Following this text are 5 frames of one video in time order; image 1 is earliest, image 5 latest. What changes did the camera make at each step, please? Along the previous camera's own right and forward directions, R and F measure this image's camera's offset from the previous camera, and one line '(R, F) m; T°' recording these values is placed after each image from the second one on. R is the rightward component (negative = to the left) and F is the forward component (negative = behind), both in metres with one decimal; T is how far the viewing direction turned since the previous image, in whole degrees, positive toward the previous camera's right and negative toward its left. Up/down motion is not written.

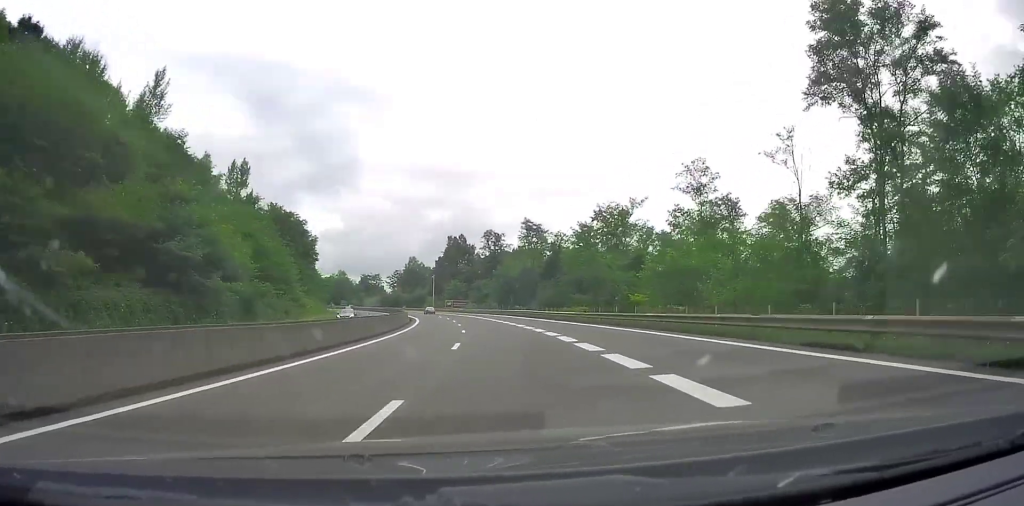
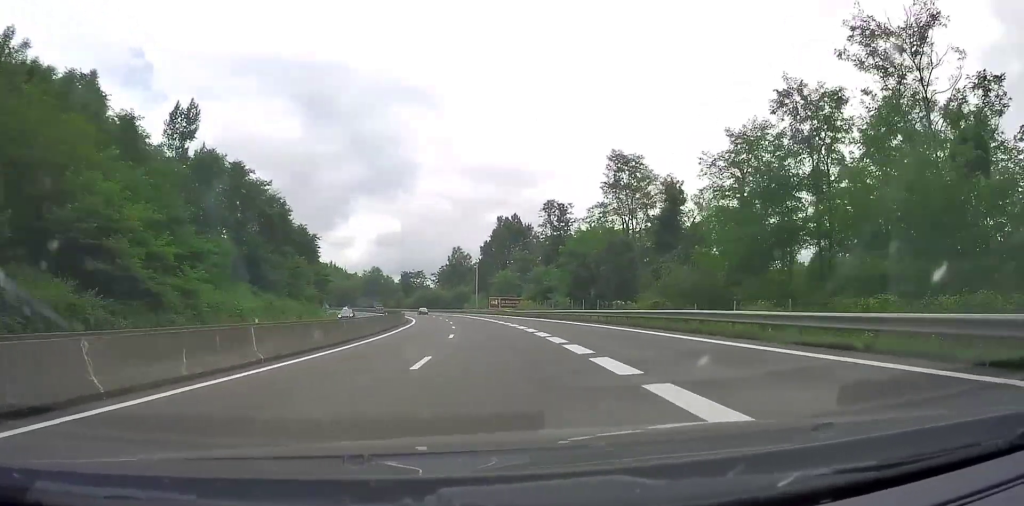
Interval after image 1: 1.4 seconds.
(-2.1, +44.5) m; -5°
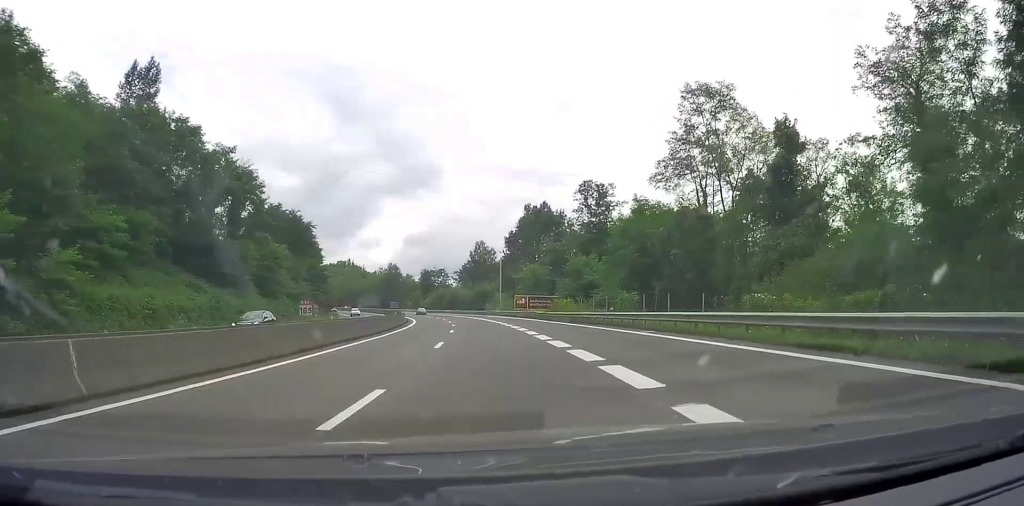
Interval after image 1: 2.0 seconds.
(-0.2, +19.1) m; -2°
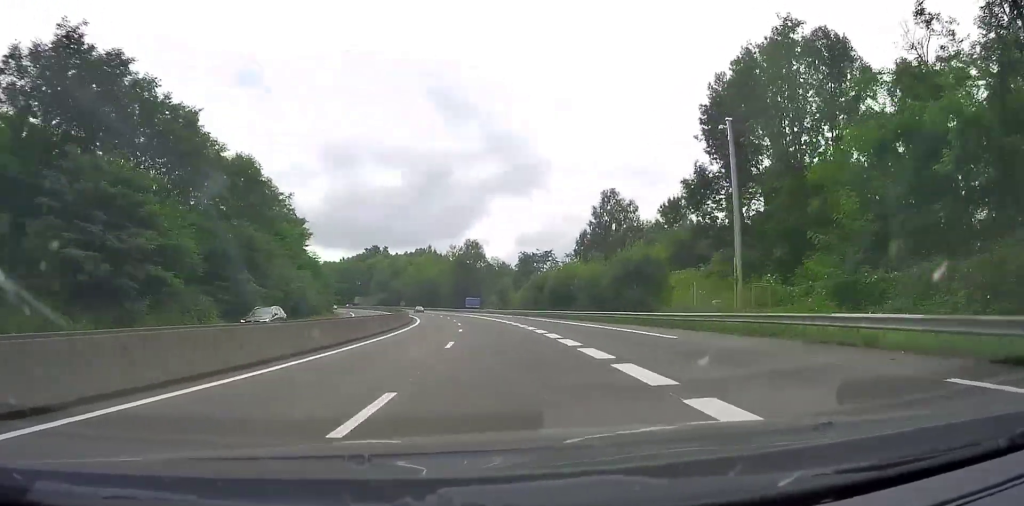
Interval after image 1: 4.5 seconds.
(-8.2, +78.7) m; -11°
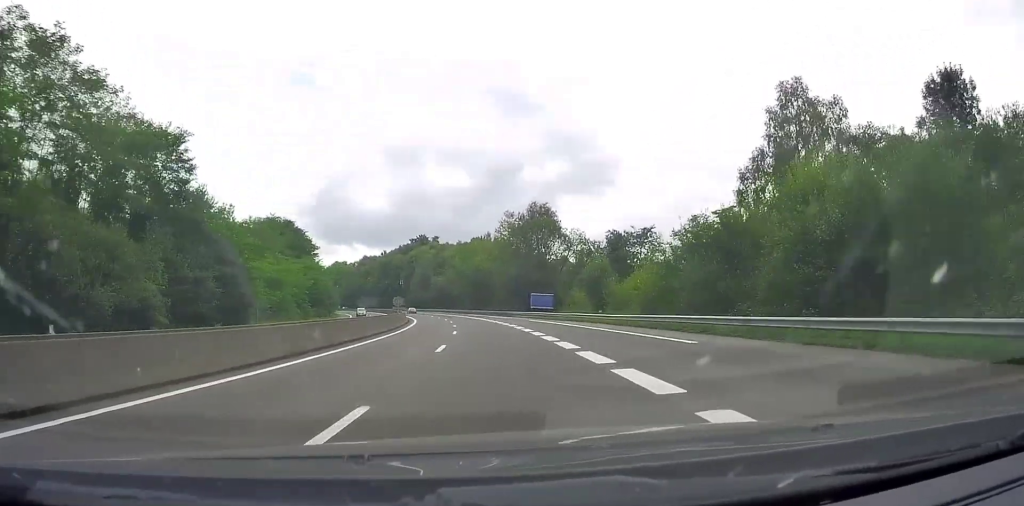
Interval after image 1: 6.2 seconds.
(-3.1, +54.0) m; -6°
